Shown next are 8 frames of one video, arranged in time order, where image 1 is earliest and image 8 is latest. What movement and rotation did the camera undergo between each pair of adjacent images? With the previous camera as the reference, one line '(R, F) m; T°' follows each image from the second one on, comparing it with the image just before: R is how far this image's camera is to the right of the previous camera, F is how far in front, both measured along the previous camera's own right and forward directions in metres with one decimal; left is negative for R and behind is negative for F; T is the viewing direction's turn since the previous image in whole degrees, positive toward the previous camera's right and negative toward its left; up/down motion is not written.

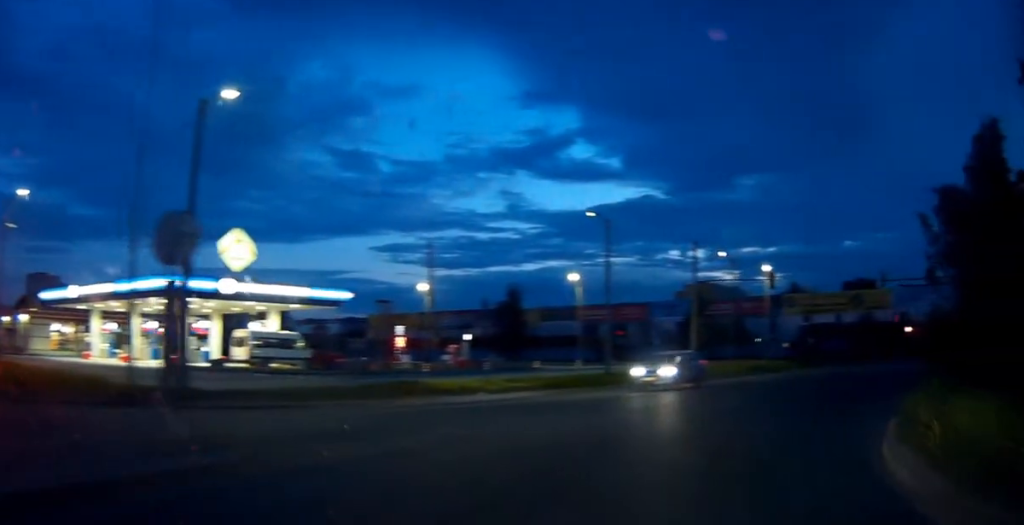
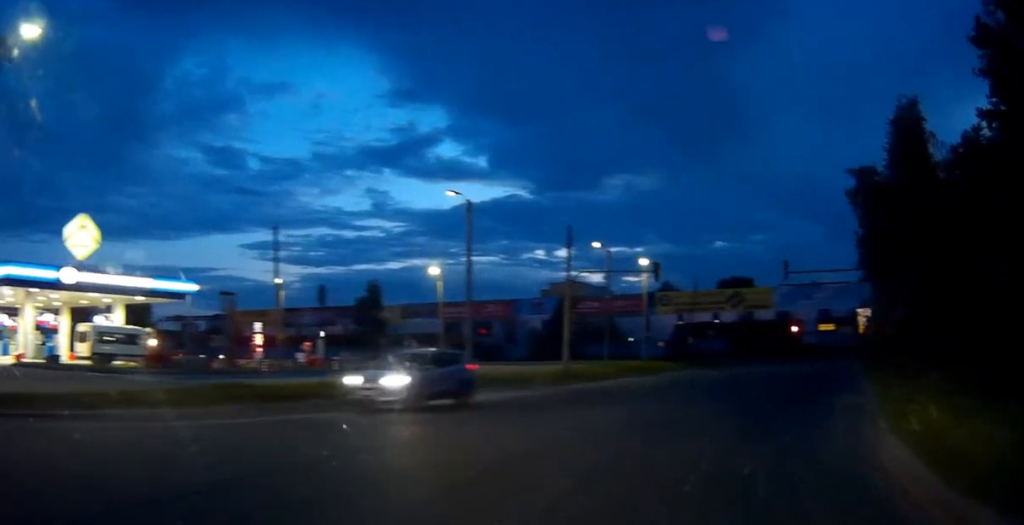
(+0.8, +4.9) m; +15°
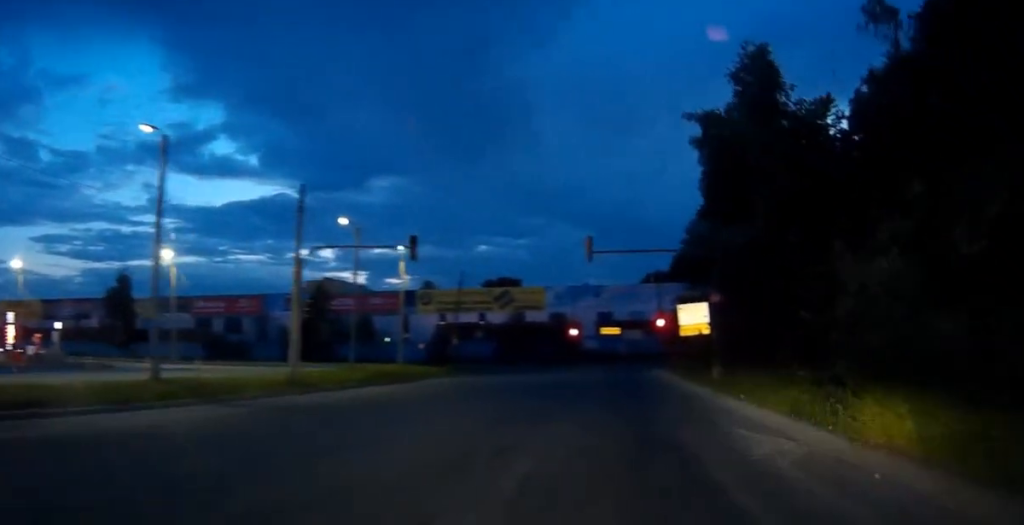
(+1.9, +9.9) m; +18°
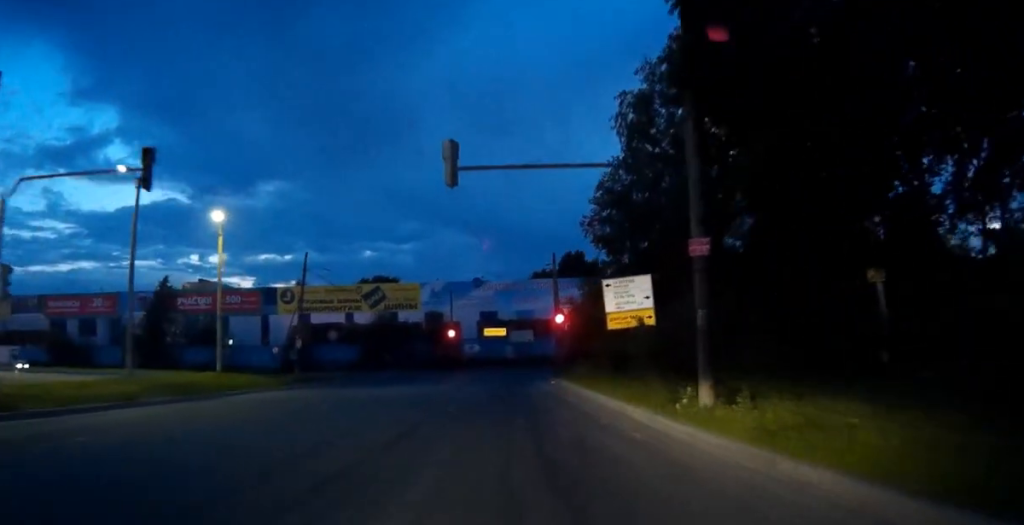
(+1.8, +14.1) m; +8°
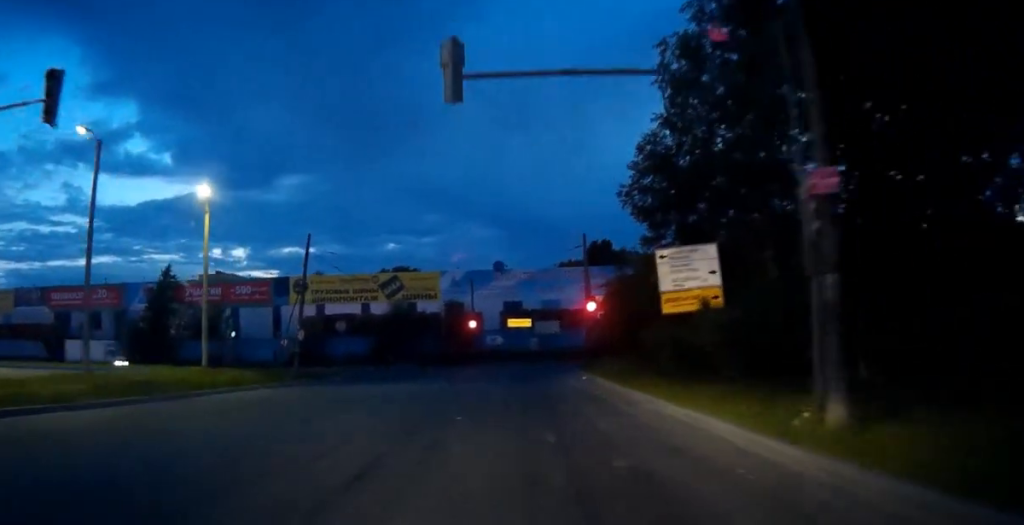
(-0.1, +5.4) m; -1°
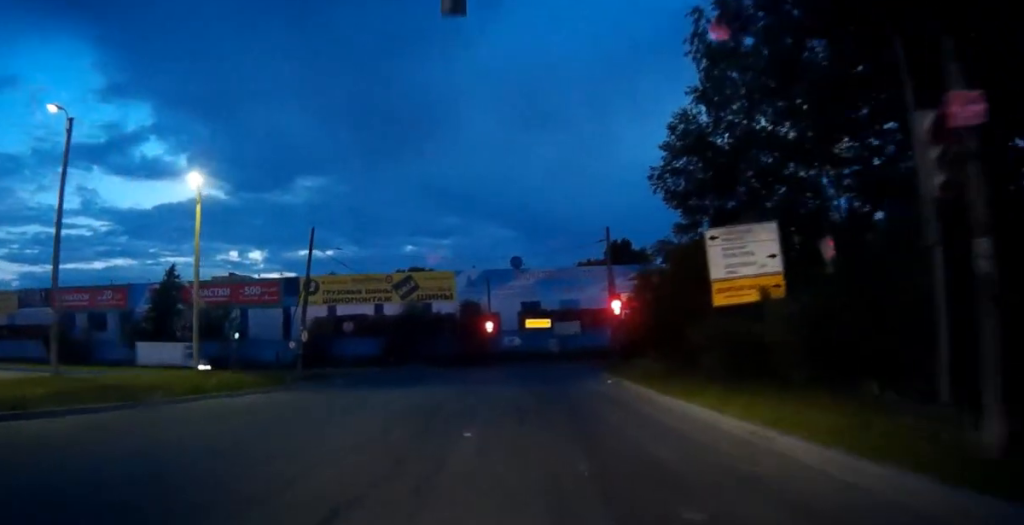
(0.0, +3.3) m; -1°
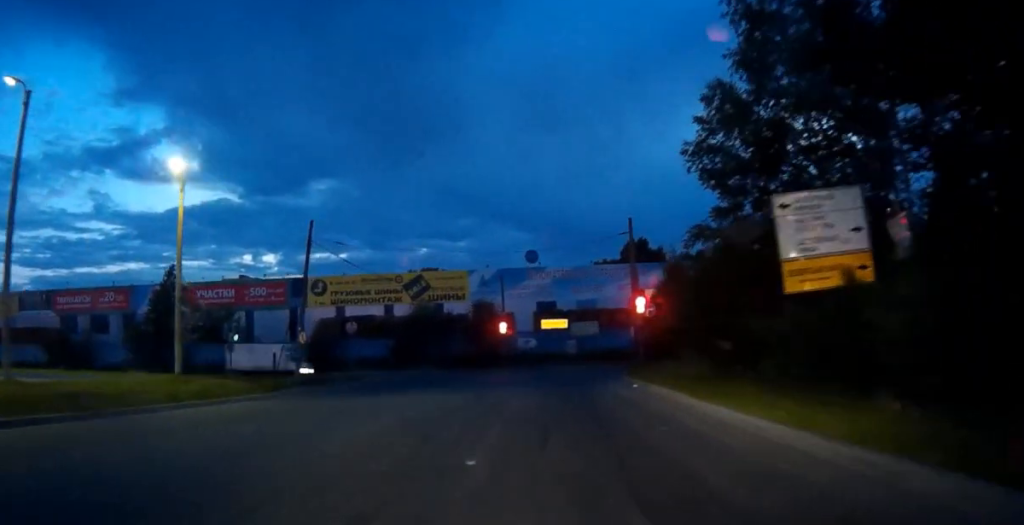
(0.0, +3.5) m; -1°
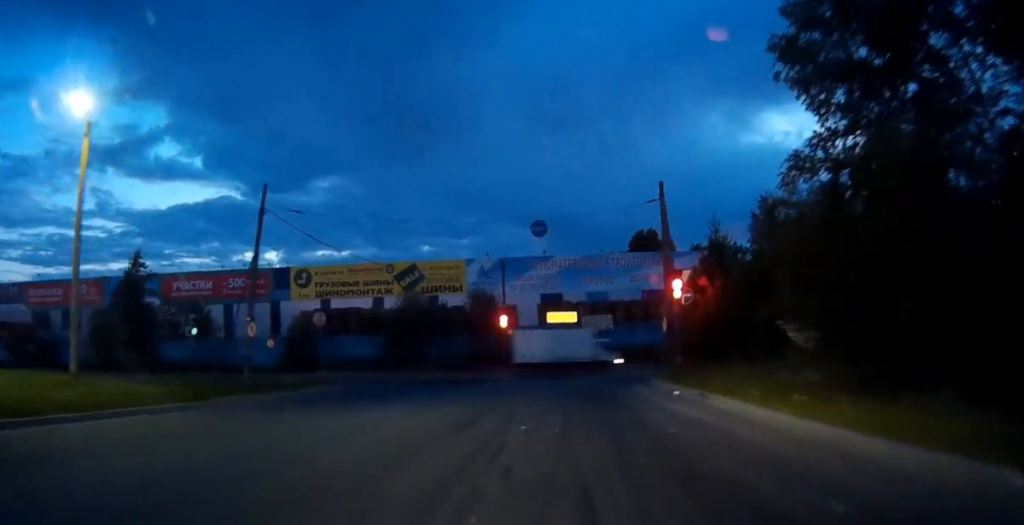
(-0.3, +8.7) m; -3°
